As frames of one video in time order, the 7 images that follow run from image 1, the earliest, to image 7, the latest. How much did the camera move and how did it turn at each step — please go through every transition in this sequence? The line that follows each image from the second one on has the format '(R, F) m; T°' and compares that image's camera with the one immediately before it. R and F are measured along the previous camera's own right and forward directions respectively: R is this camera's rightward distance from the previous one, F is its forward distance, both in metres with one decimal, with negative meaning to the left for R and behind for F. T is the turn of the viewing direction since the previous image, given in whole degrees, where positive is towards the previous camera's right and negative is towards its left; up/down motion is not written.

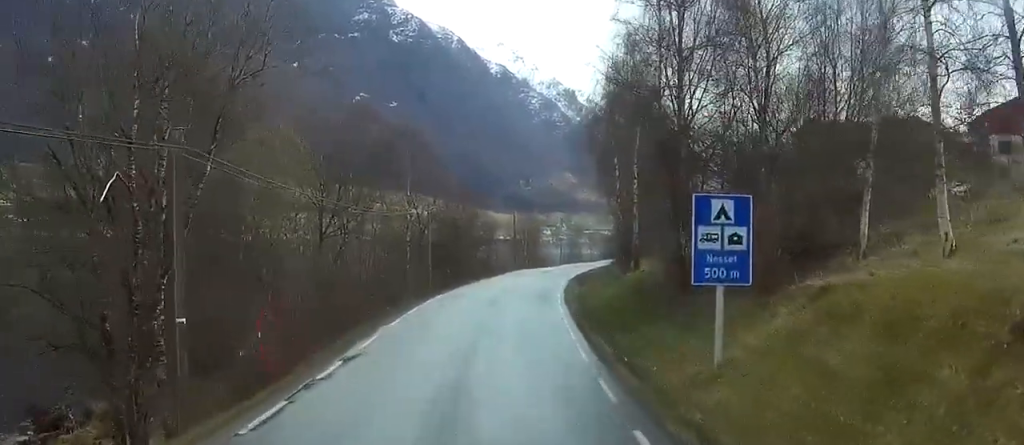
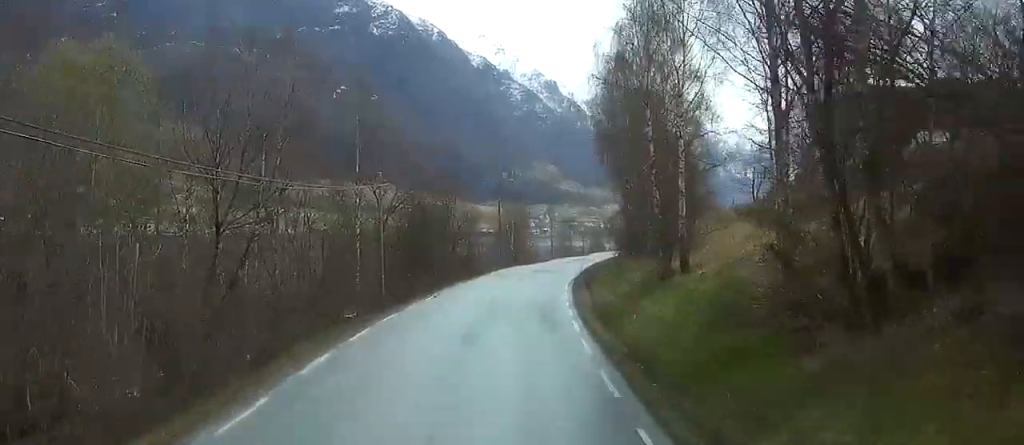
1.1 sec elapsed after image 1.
(+0.3, +18.4) m; +1°
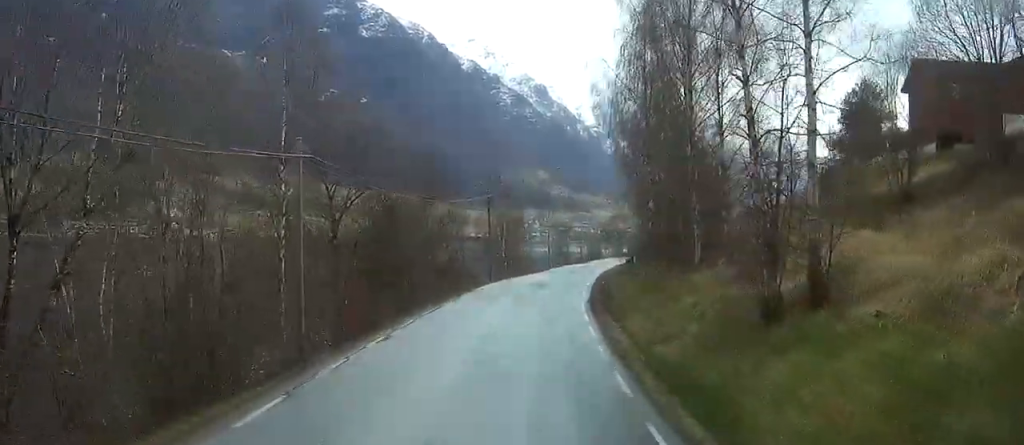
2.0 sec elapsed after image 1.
(-0.1, +17.1) m; 0°
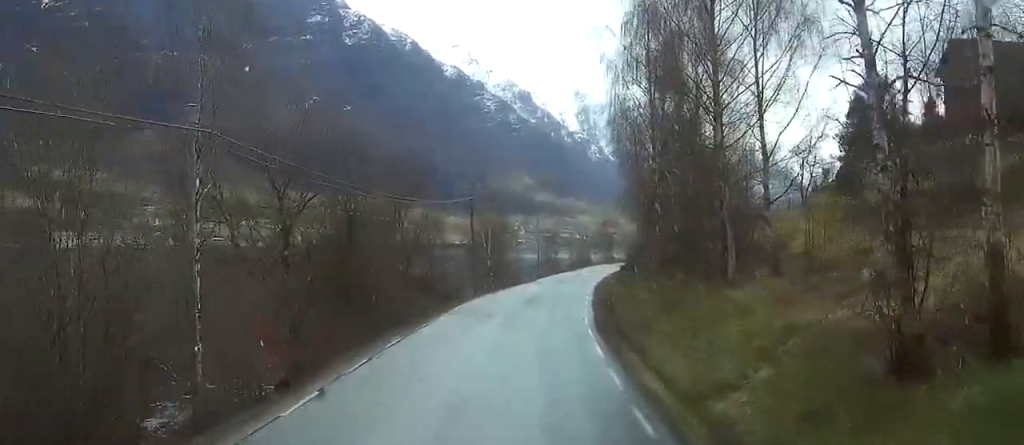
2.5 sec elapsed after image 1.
(+0.1, +9.0) m; +1°
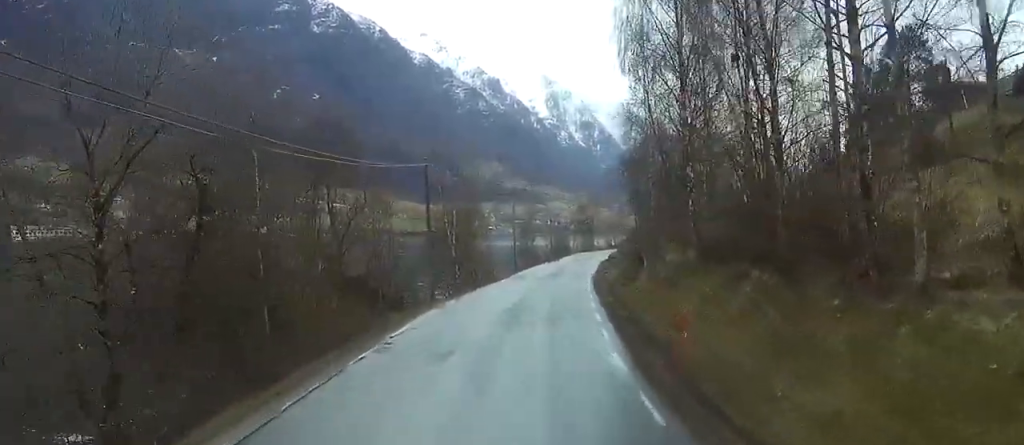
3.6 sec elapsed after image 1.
(+0.3, +18.1) m; +2°
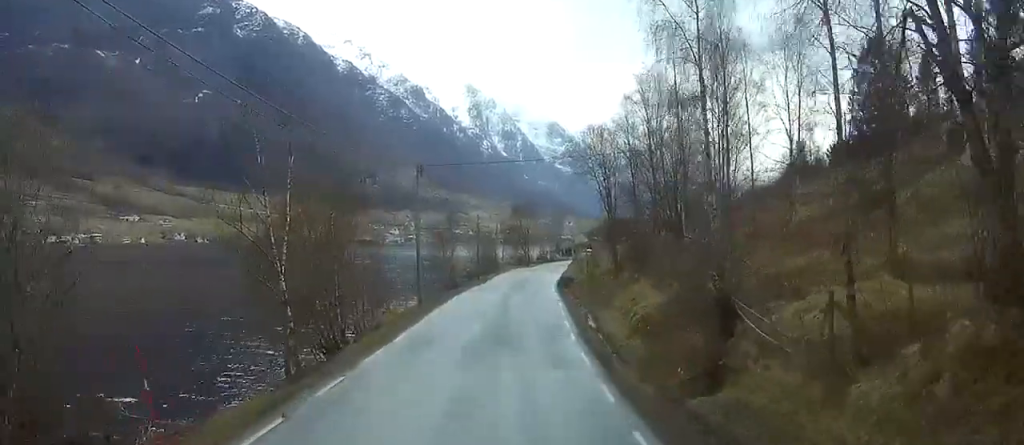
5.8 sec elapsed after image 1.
(+1.5, +36.7) m; +4°
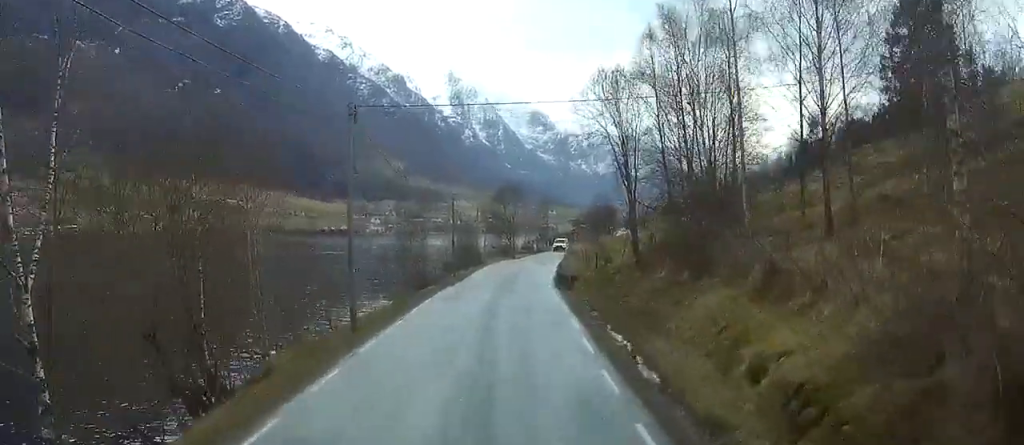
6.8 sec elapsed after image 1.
(+0.1, +18.0) m; +1°
